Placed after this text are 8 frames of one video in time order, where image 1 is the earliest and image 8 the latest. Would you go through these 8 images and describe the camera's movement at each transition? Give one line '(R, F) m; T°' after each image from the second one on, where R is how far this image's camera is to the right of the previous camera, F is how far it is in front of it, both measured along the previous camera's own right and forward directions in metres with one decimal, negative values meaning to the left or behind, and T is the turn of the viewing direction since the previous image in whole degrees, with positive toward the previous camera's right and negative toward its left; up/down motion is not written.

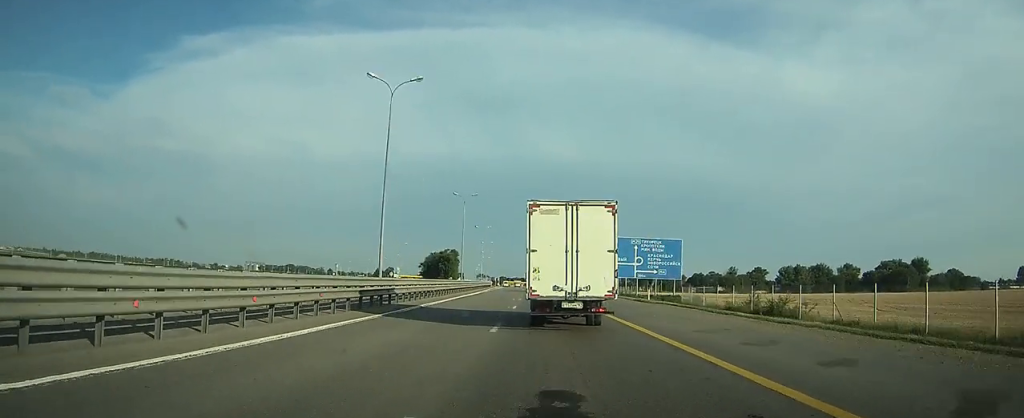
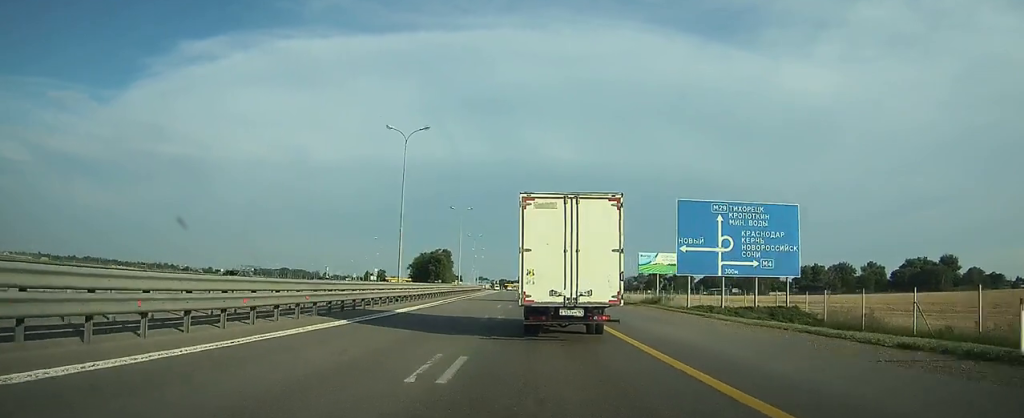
(-0.1, +33.7) m; 0°
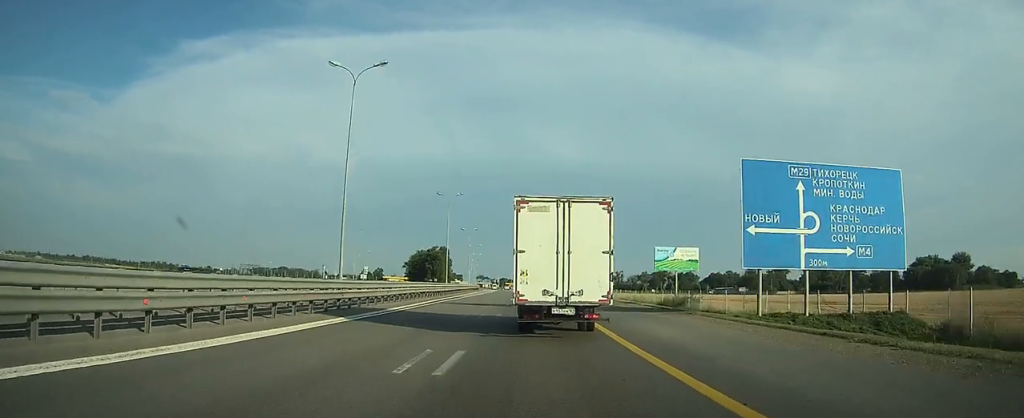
(0.0, +12.9) m; 0°
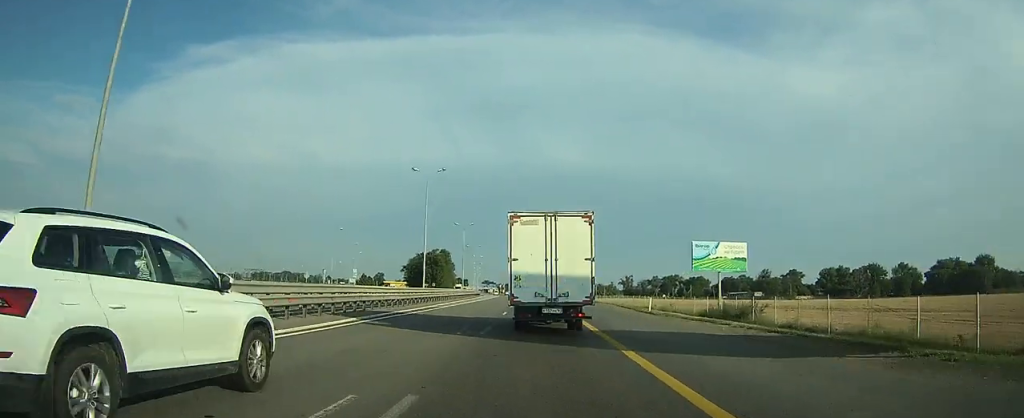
(0.0, +19.0) m; 0°
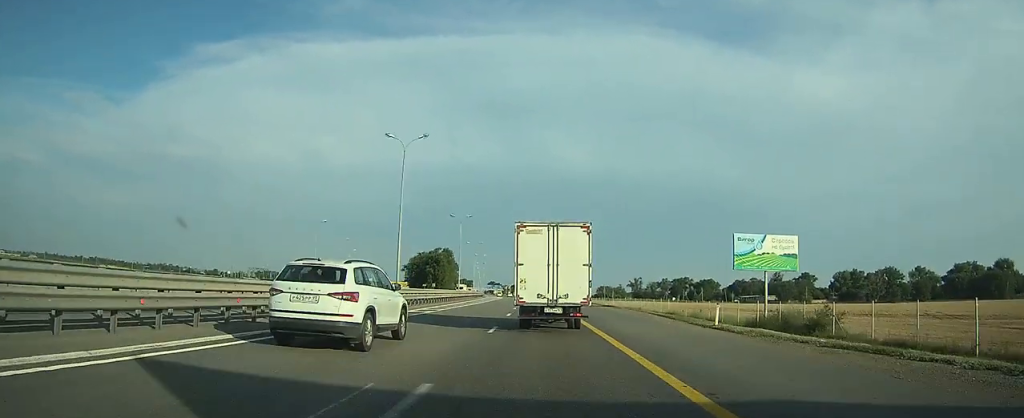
(0.0, +13.1) m; 0°
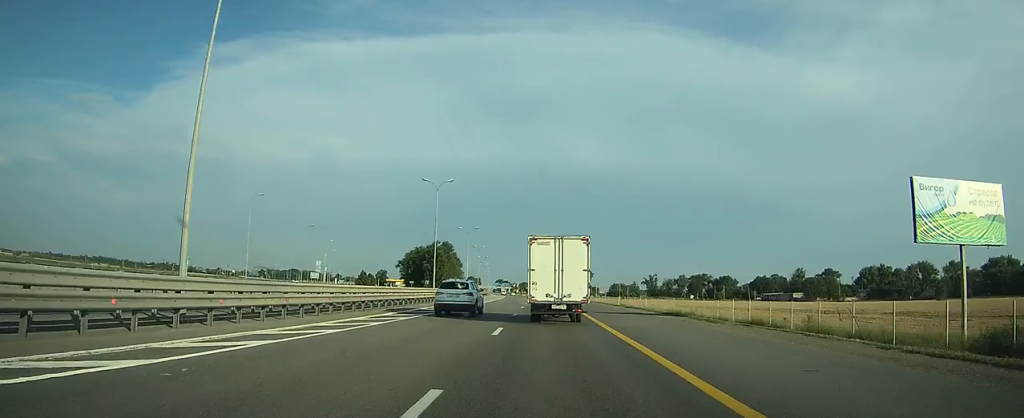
(0.0, +27.7) m; 0°
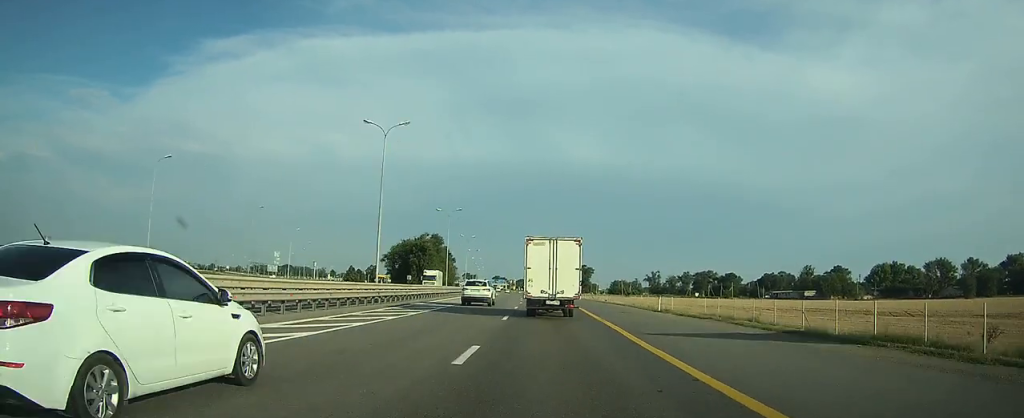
(-0.1, +18.9) m; -1°
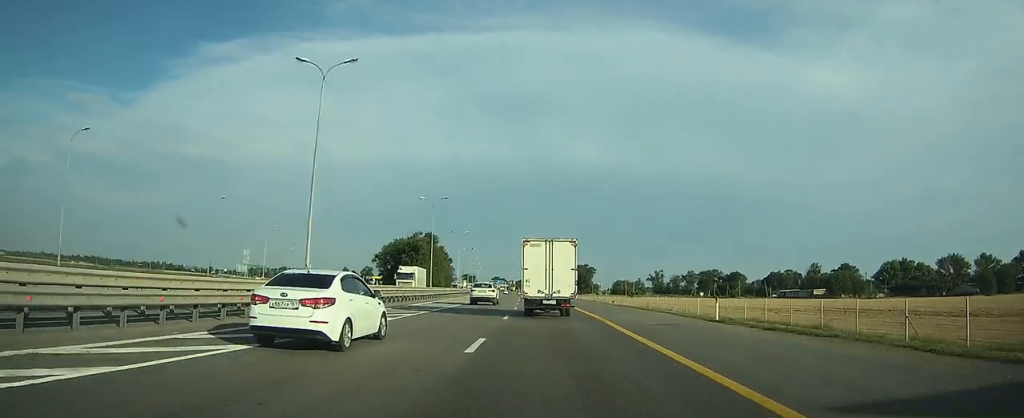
(-0.1, +10.9) m; -1°
